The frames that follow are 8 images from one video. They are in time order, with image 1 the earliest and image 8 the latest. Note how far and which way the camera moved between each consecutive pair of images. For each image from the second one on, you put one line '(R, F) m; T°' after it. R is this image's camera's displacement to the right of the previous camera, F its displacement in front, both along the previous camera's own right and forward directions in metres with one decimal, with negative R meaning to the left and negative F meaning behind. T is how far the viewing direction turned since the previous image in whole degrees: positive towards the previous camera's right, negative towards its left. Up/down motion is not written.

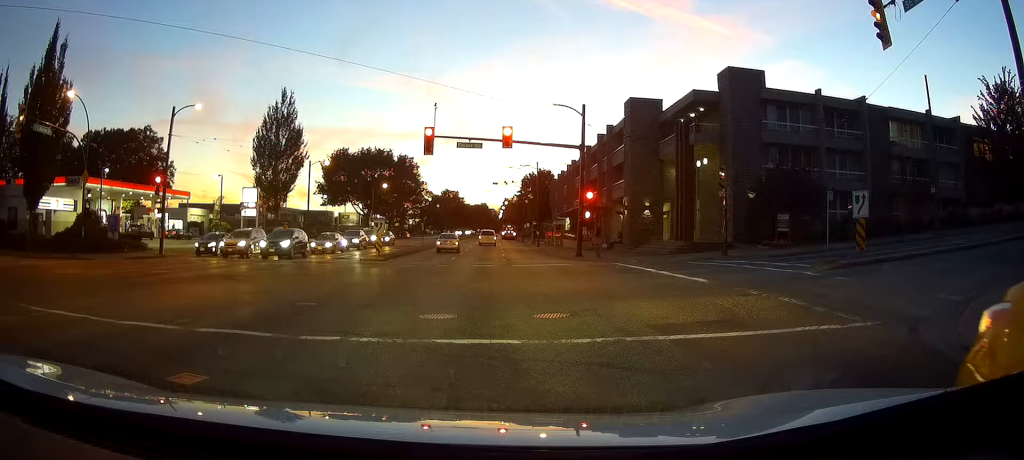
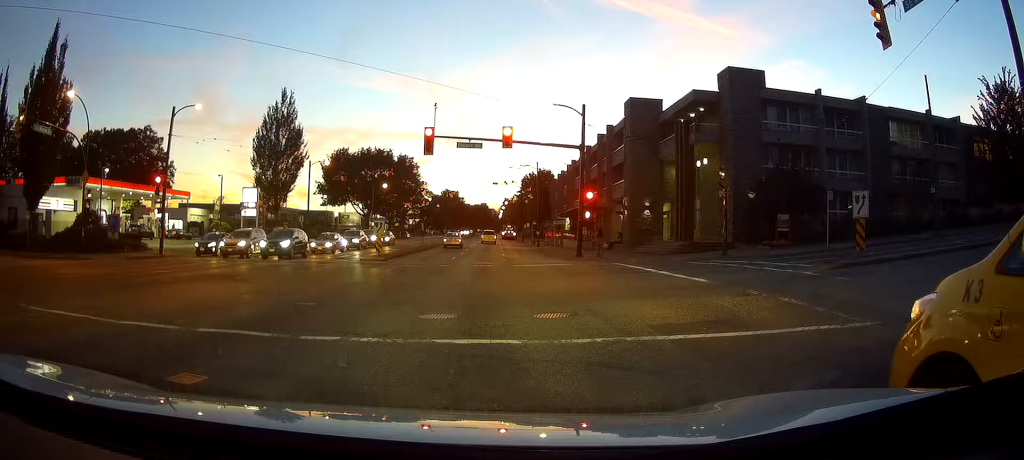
(0.0, 0.0) m; 0°
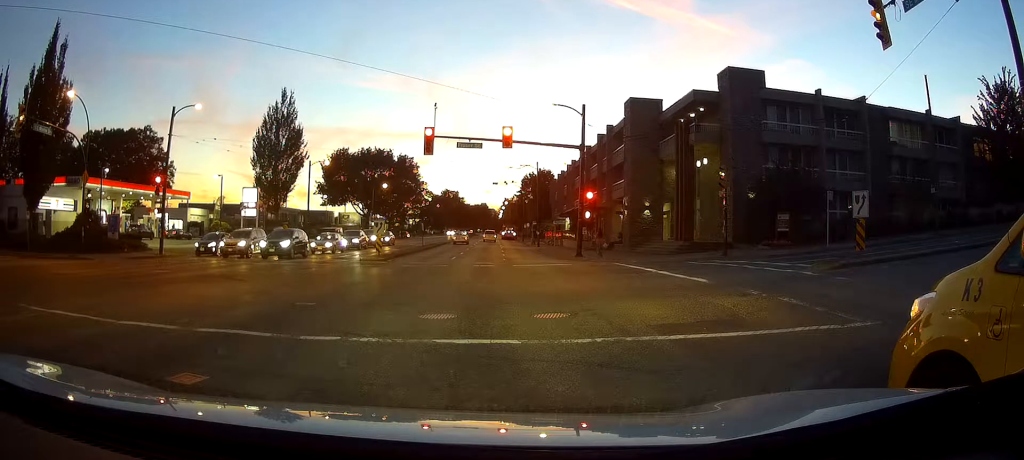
(0.0, 0.0) m; 0°
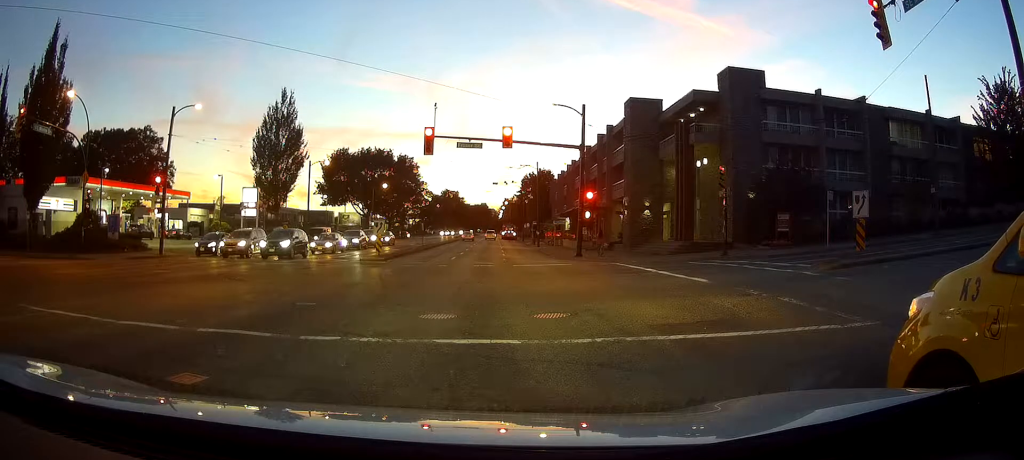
(0.0, +0.2) m; 0°
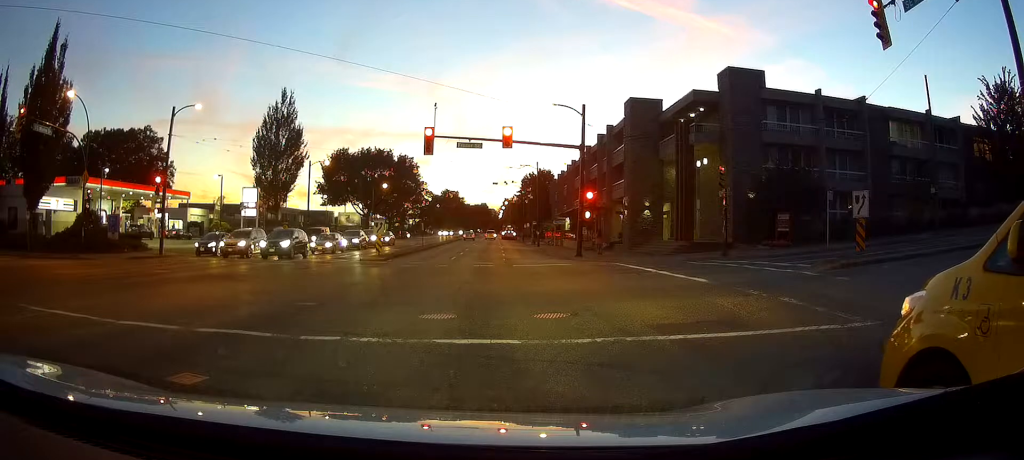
(0.0, 0.0) m; 0°
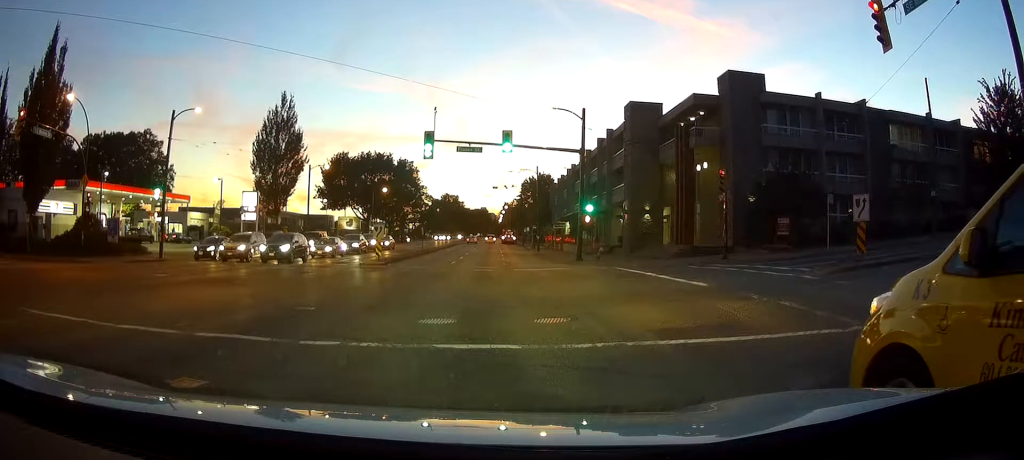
(0.0, +0.4) m; -3°
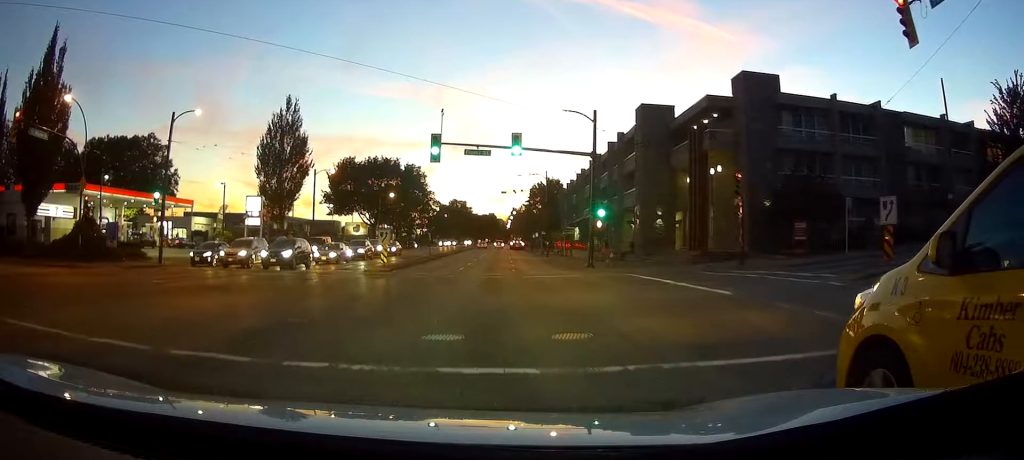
(-0.1, +1.2) m; -4°
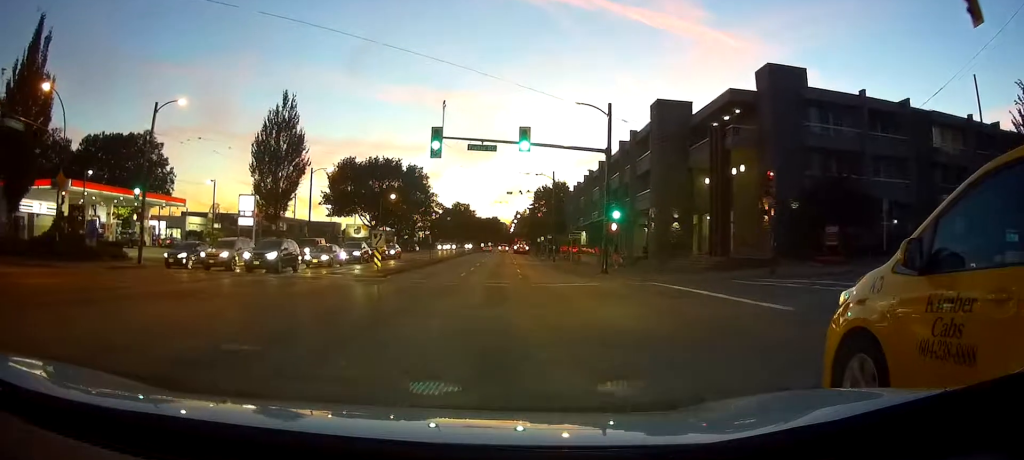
(0.0, +3.0) m; +1°
